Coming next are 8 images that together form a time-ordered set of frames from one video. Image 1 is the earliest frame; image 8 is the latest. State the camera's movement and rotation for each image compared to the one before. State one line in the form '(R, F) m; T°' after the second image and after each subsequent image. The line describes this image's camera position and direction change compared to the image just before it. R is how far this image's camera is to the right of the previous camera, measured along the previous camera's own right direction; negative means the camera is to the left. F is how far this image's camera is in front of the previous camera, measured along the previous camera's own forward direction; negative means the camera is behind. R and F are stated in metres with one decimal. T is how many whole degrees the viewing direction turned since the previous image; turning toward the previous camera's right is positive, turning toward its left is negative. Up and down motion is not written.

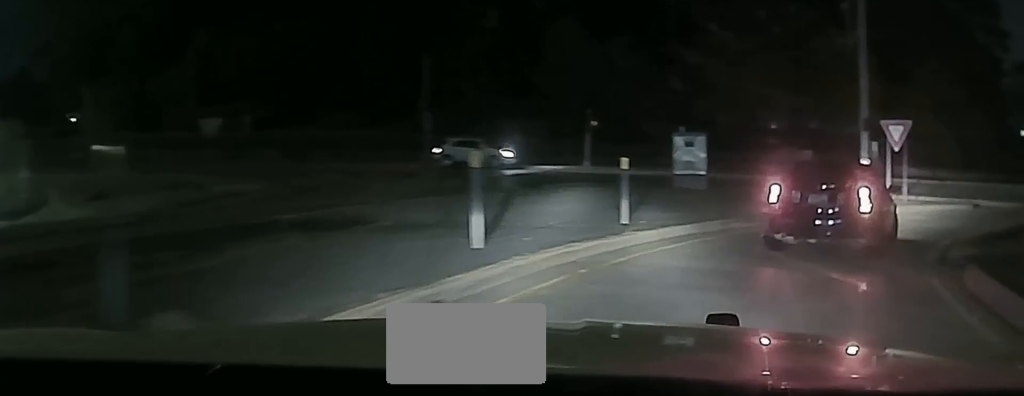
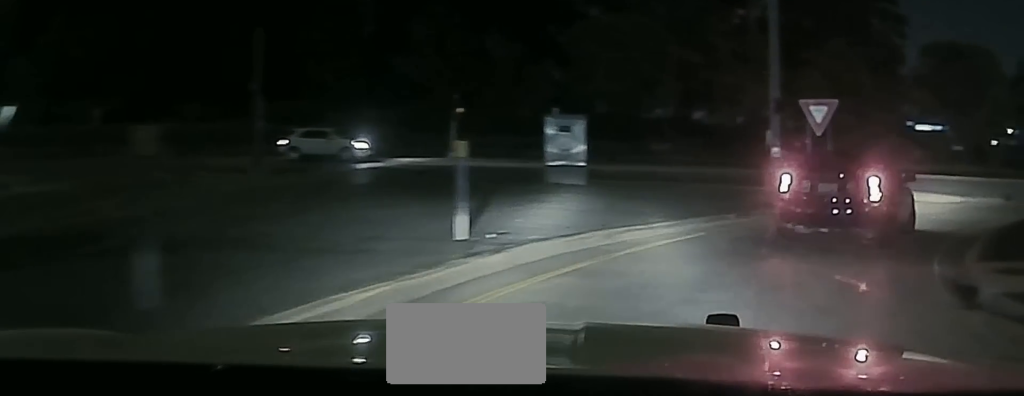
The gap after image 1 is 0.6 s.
(+0.4, +5.0) m; +9°
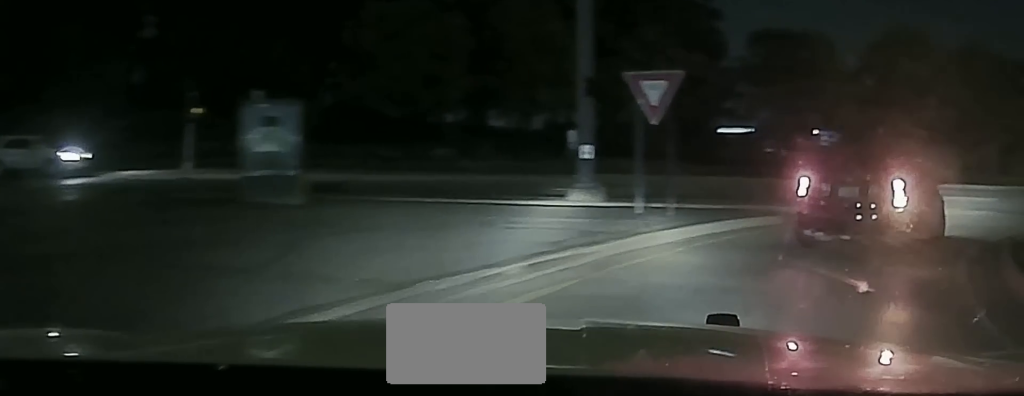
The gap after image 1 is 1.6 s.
(+0.8, +7.2) m; +12°
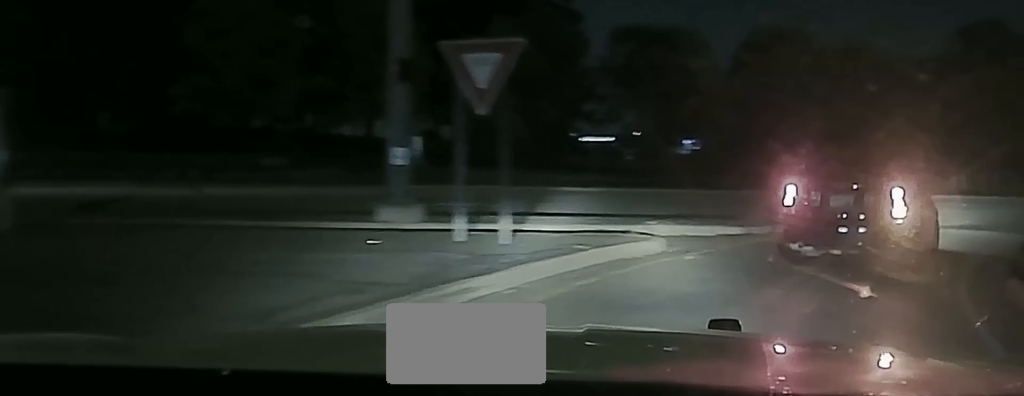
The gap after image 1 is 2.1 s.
(+0.3, +3.7) m; +7°
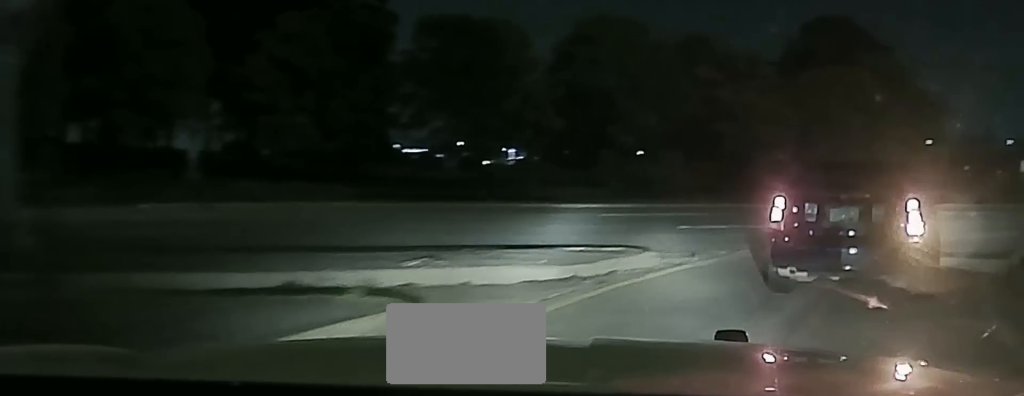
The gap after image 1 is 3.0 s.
(+0.6, +5.5) m; +12°
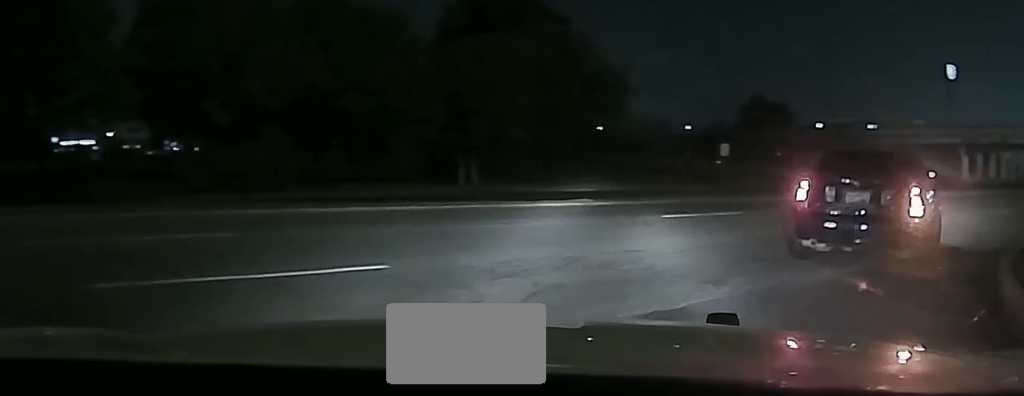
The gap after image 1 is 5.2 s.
(+3.2, +11.6) m; +29°
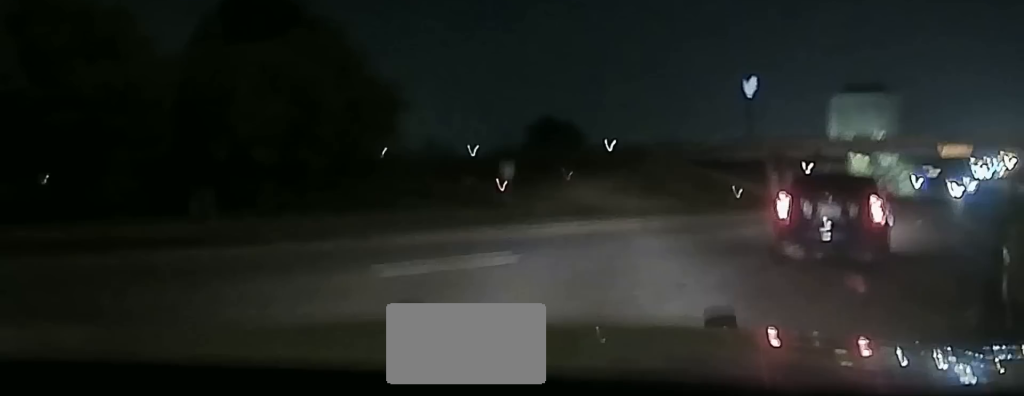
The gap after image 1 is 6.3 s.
(+0.8, +8.6) m; +9°
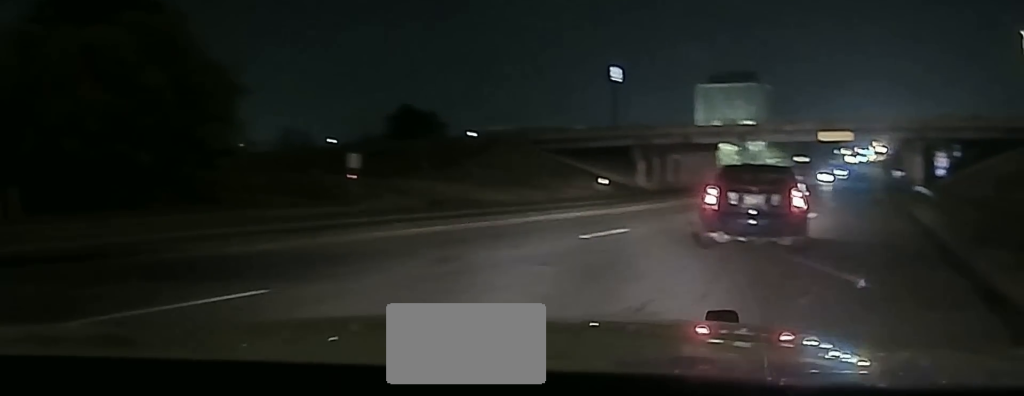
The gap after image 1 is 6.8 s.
(+0.2, +5.6) m; +3°
